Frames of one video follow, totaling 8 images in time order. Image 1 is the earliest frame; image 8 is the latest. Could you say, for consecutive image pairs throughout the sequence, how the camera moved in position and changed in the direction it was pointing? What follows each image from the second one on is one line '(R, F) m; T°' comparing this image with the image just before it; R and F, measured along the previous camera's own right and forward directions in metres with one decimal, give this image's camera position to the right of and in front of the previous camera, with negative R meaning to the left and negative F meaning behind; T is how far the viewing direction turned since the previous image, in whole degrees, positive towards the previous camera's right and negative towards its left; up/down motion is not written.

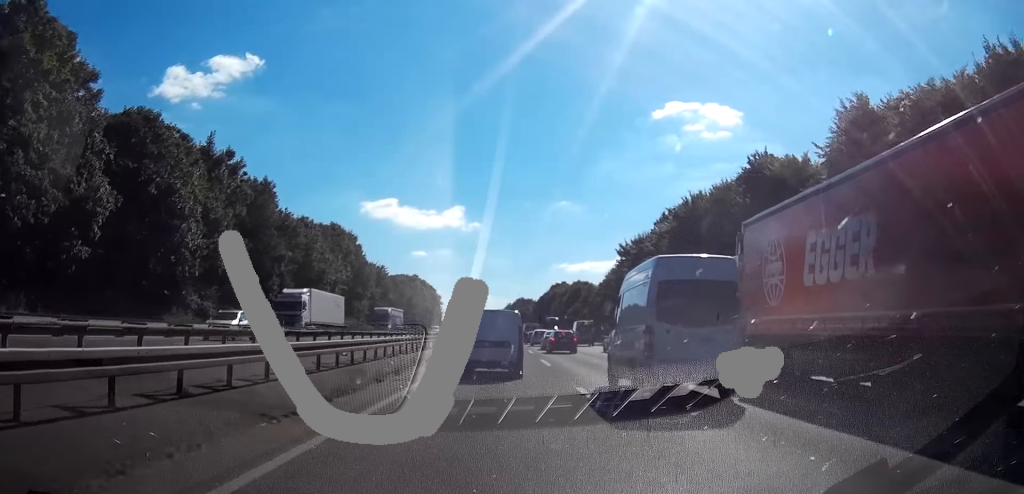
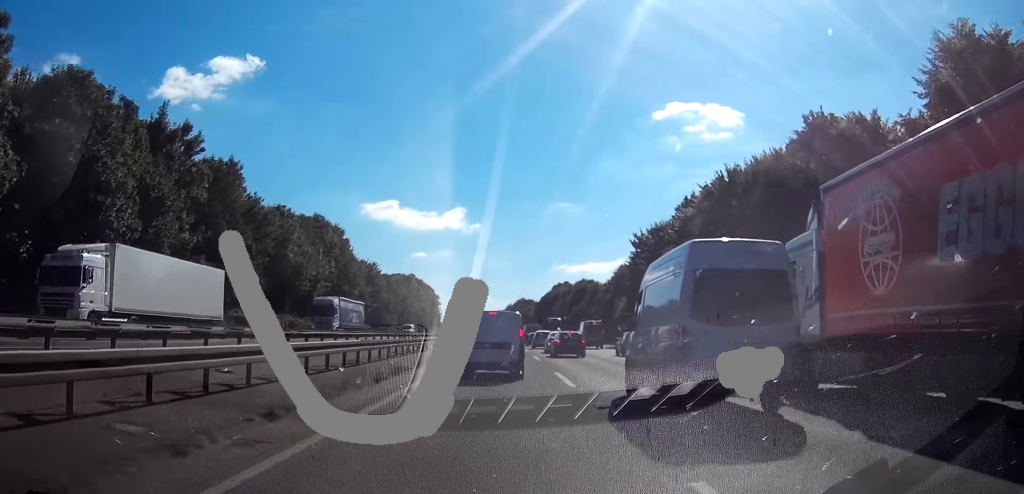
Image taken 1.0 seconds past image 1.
(0.0, +10.3) m; 0°
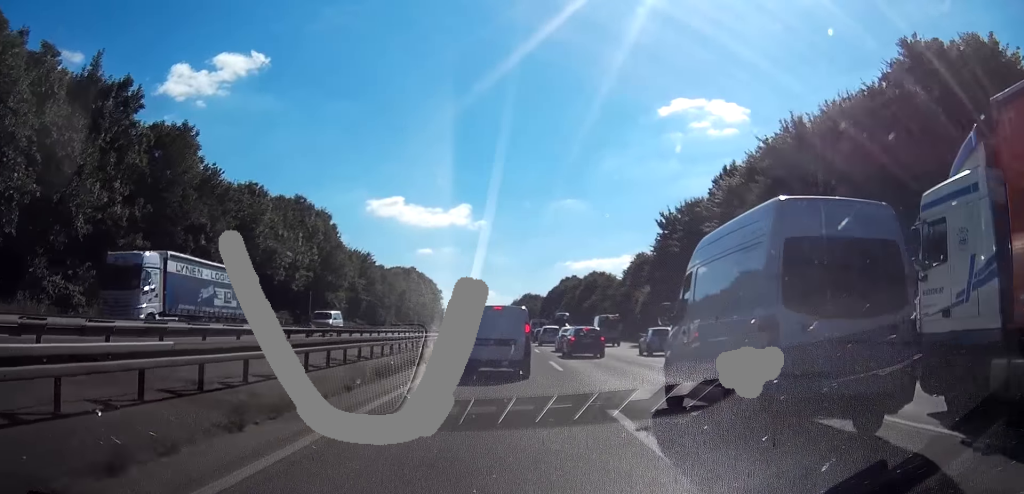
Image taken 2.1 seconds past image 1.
(+0.1, +11.0) m; 0°
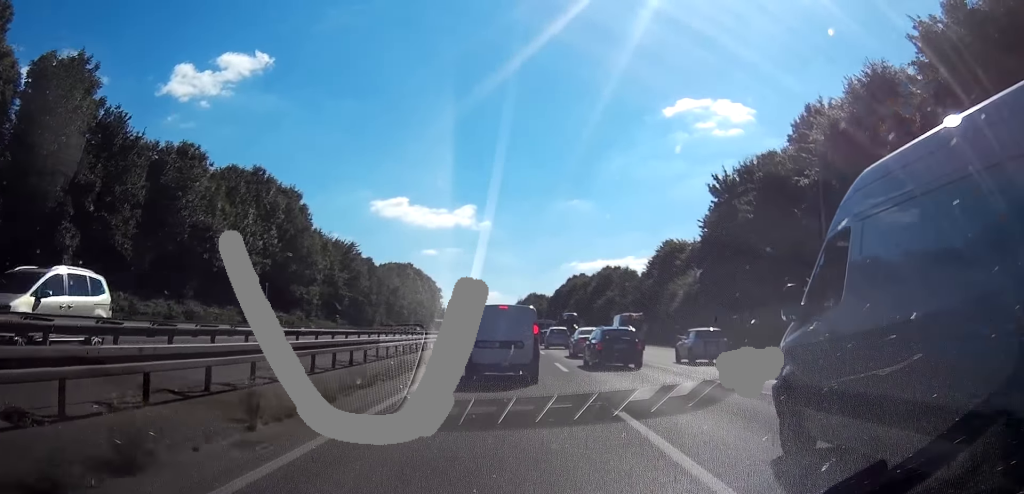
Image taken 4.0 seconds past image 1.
(-0.1, +16.2) m; 0°
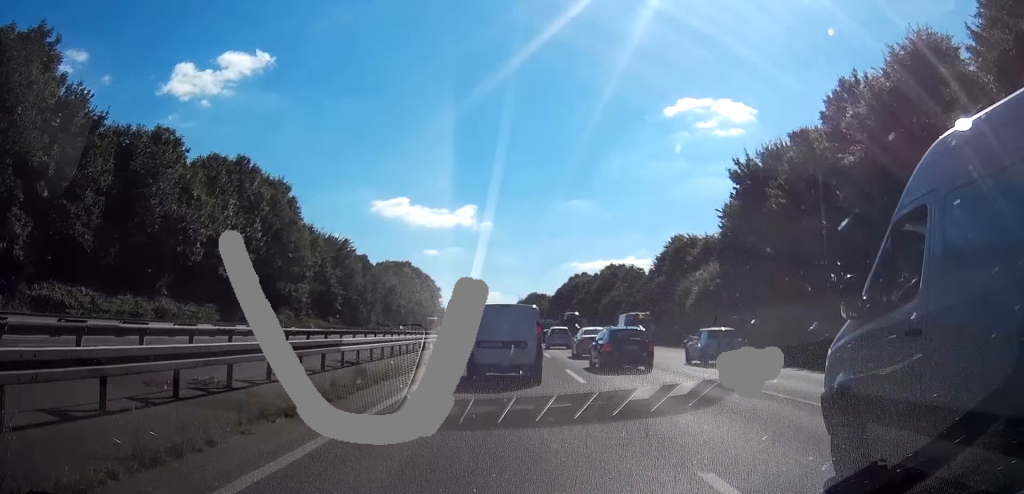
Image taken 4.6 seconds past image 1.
(0.0, +4.8) m; 0°
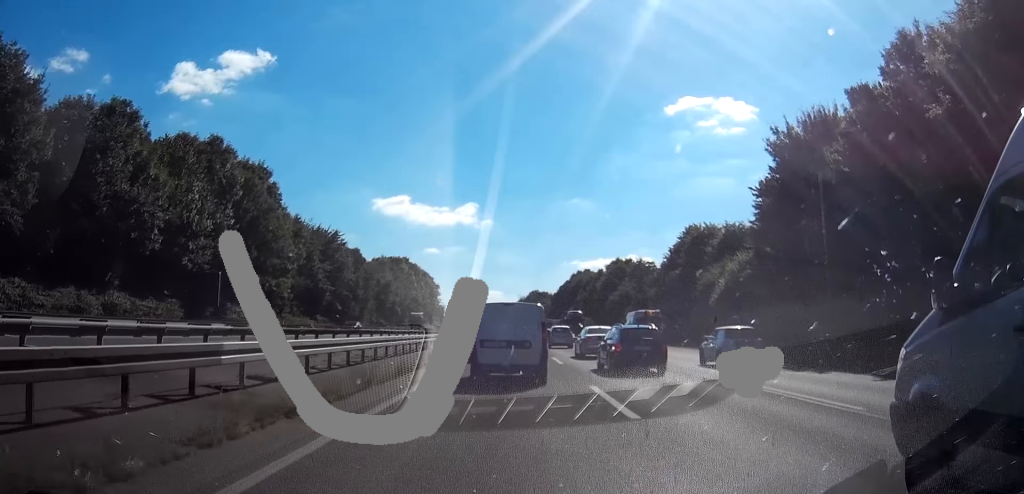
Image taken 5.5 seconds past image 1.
(0.0, +7.1) m; -1°
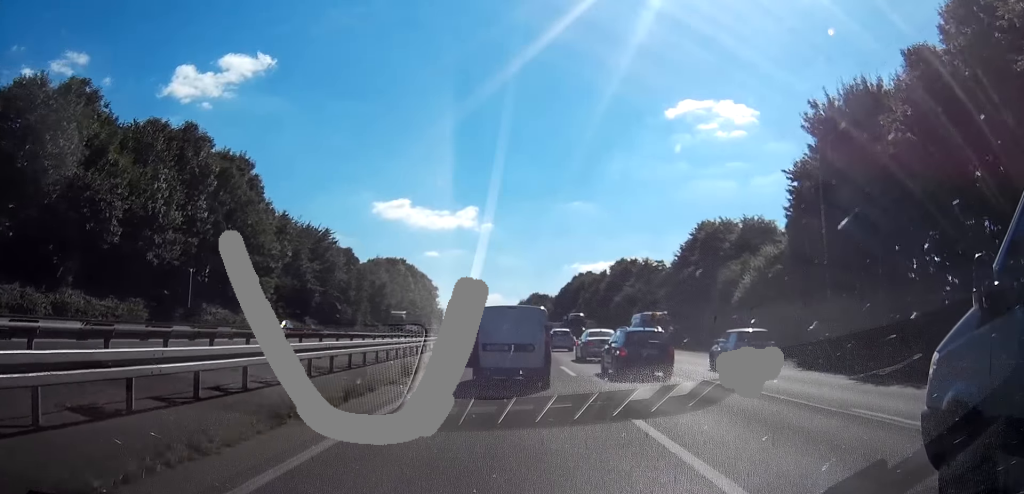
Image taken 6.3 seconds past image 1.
(0.0, +5.7) m; -2°
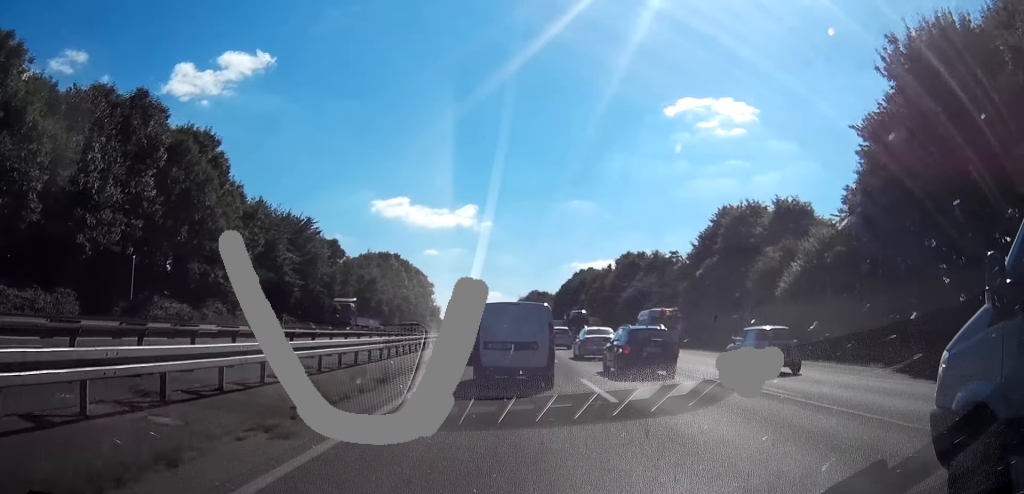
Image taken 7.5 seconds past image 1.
(-0.3, +9.2) m; -3°
